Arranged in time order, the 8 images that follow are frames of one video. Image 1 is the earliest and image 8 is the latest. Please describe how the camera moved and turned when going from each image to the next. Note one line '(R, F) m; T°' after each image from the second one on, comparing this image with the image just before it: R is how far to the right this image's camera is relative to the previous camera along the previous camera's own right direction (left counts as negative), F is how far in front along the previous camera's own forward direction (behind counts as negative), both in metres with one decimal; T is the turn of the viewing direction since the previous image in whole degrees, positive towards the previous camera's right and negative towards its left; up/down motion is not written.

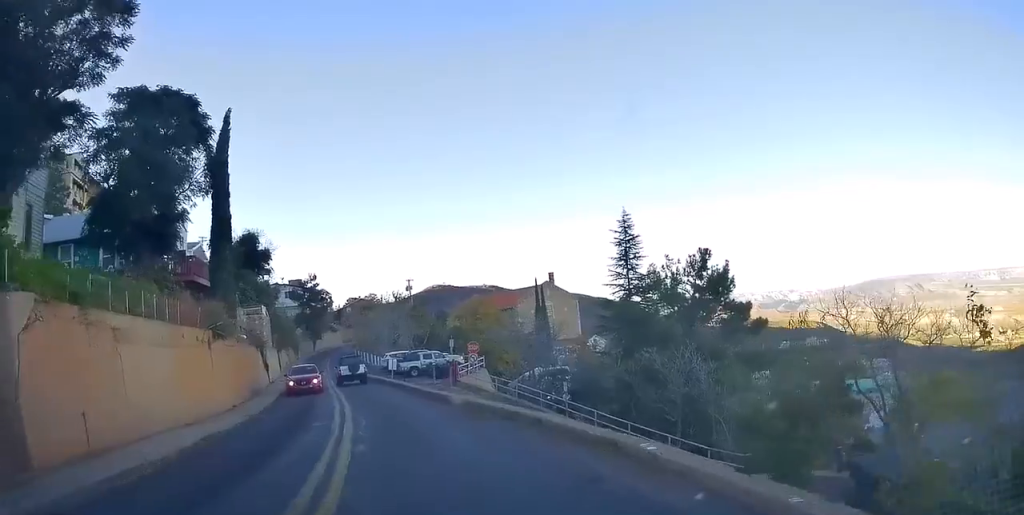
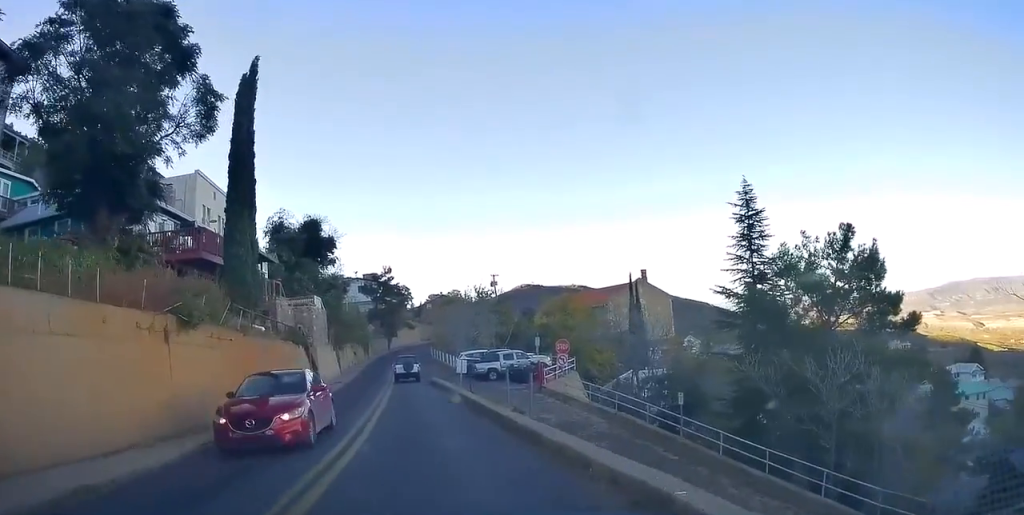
(-0.6, +6.9) m; -10°
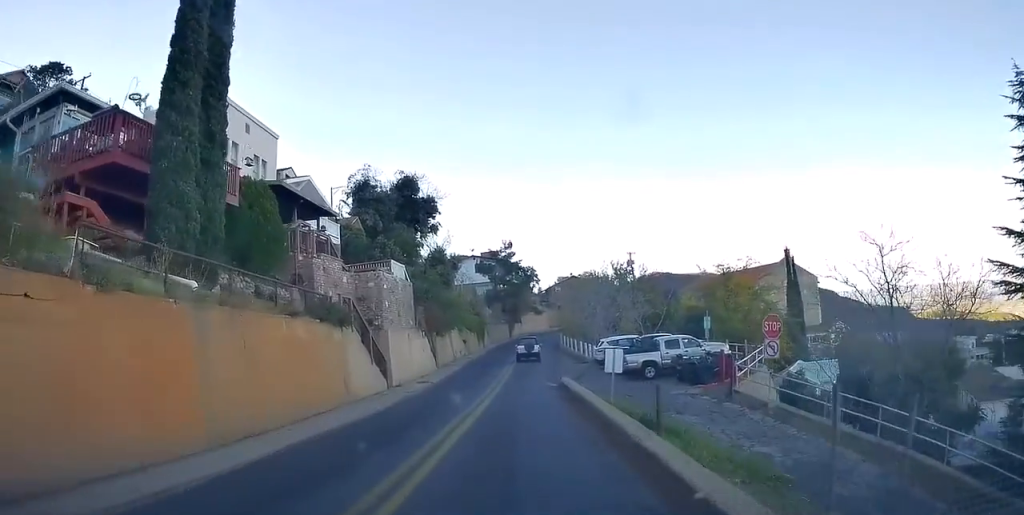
(-1.6, +12.7) m; -9°
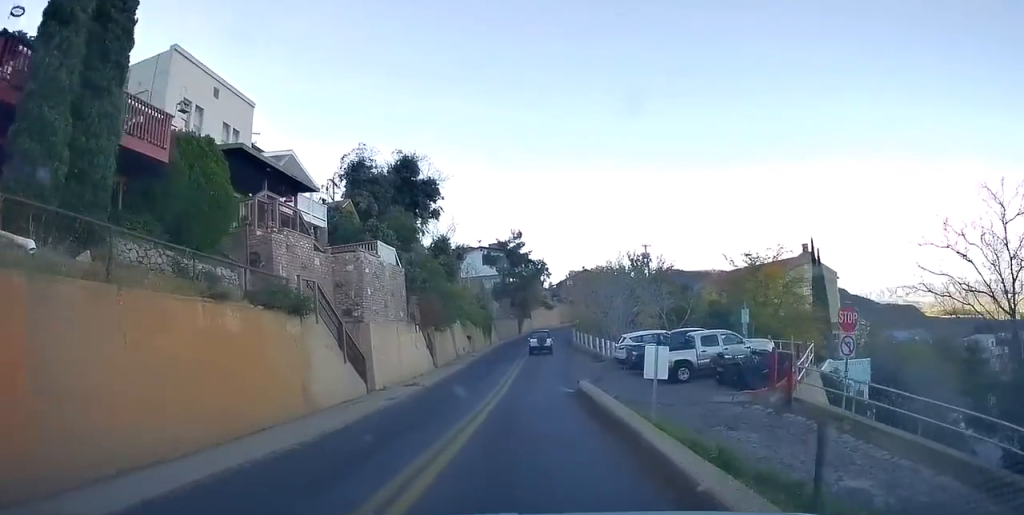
(+0.1, +4.7) m; +1°
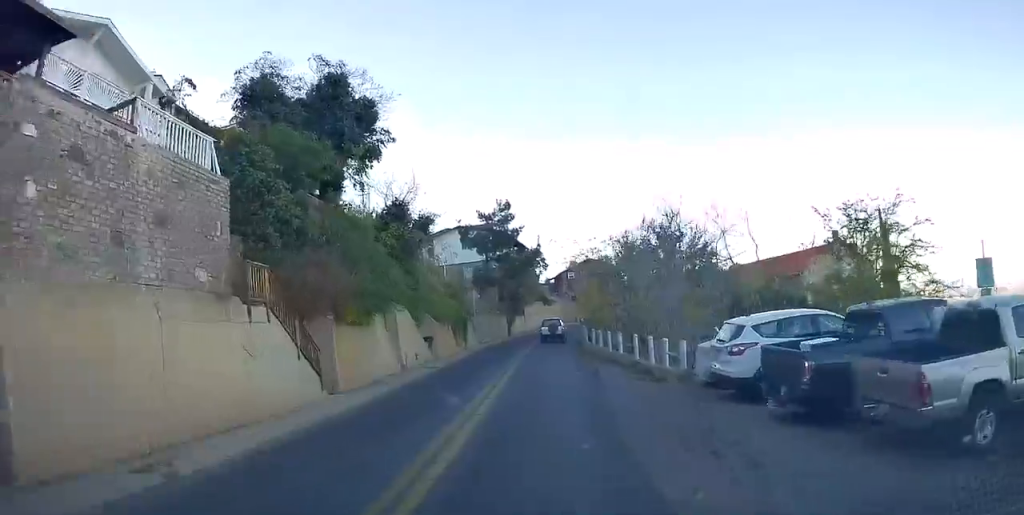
(+0.3, +16.8) m; +1°
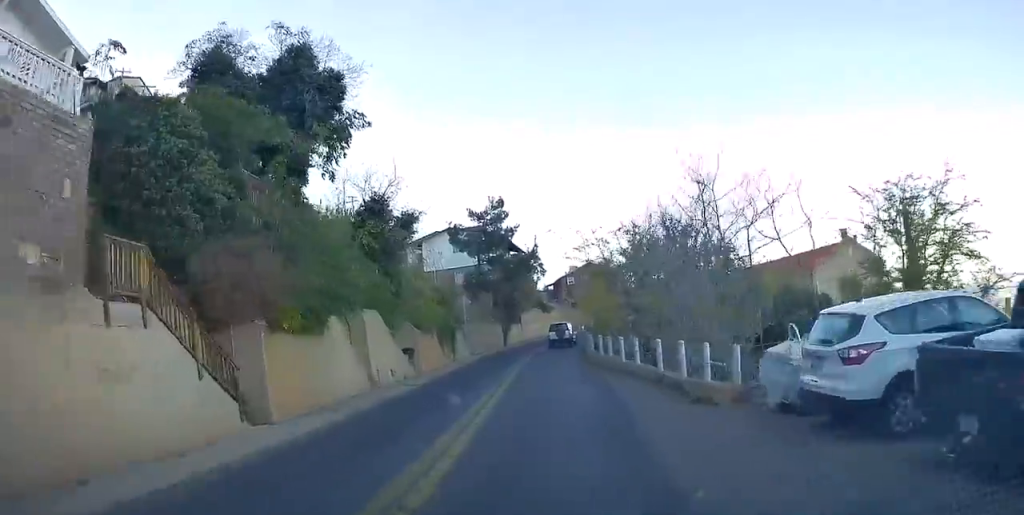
(0.0, +4.7) m; 0°
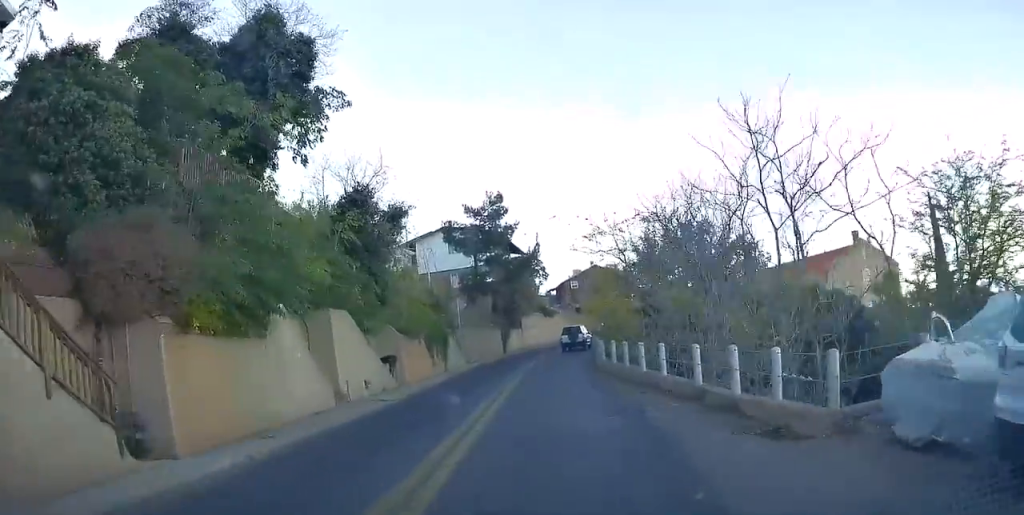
(0.0, +4.1) m; +1°
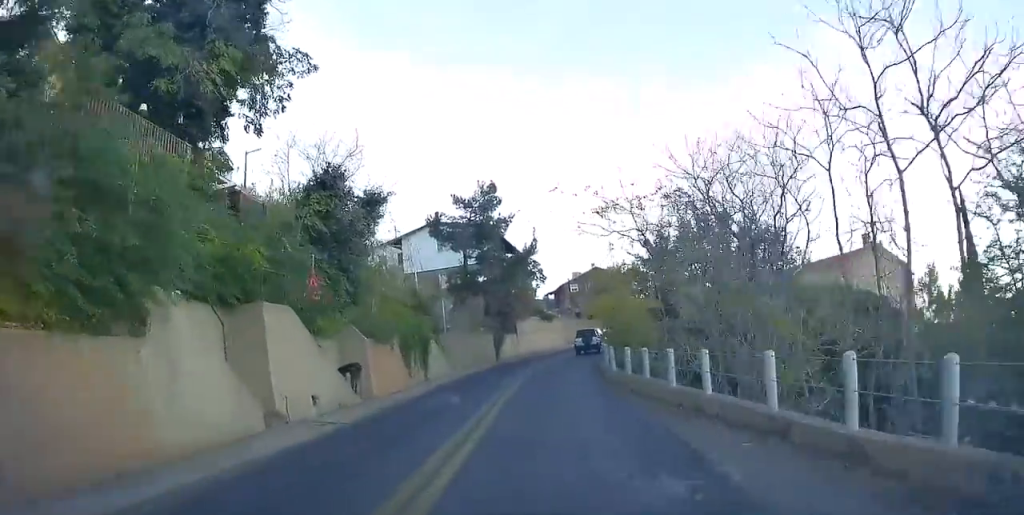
(0.0, +4.7) m; +1°
